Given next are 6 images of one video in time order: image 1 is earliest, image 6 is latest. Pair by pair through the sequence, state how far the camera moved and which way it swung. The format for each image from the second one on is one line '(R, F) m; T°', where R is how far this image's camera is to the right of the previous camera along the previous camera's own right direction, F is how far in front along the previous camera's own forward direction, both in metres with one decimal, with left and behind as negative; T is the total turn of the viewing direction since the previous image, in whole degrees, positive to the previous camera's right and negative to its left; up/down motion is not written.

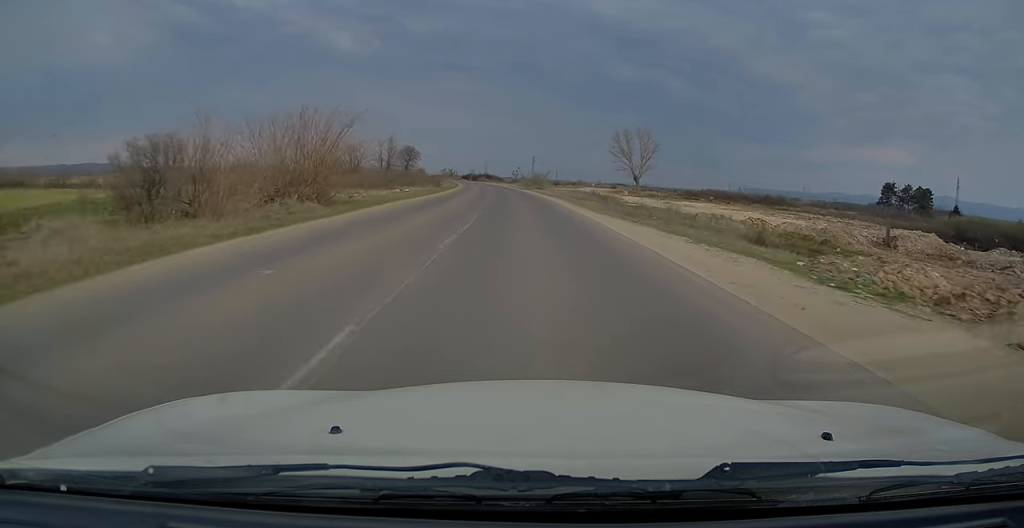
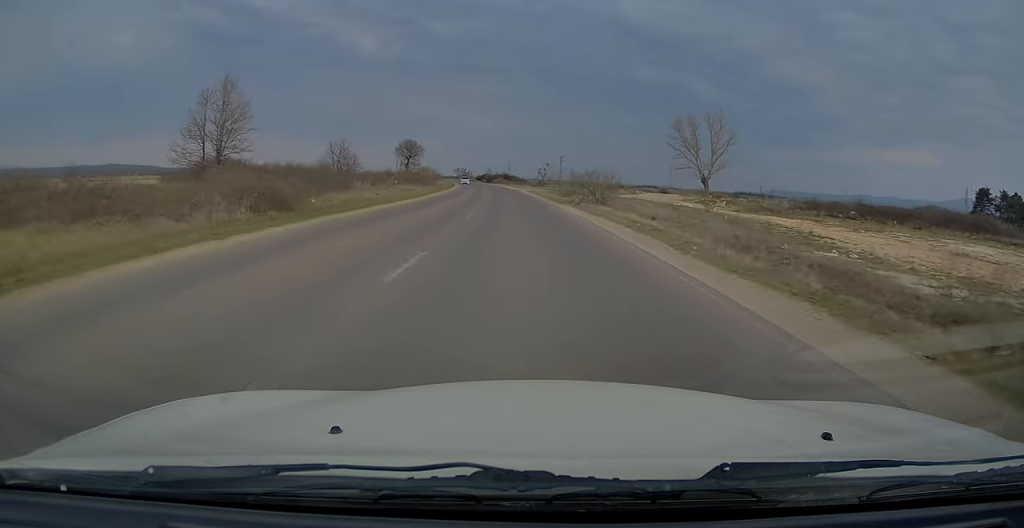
(-0.5, +46.8) m; -2°
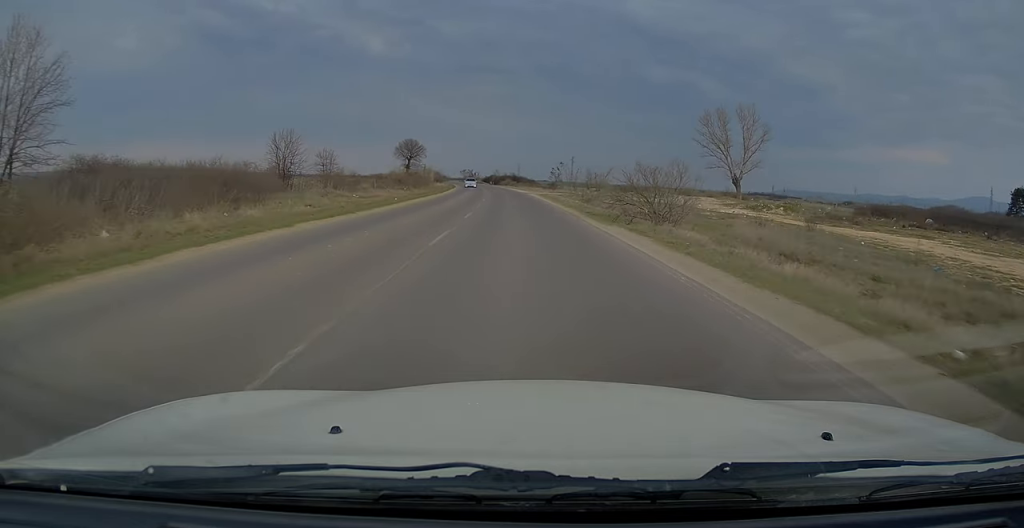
(-0.1, +14.3) m; -1°
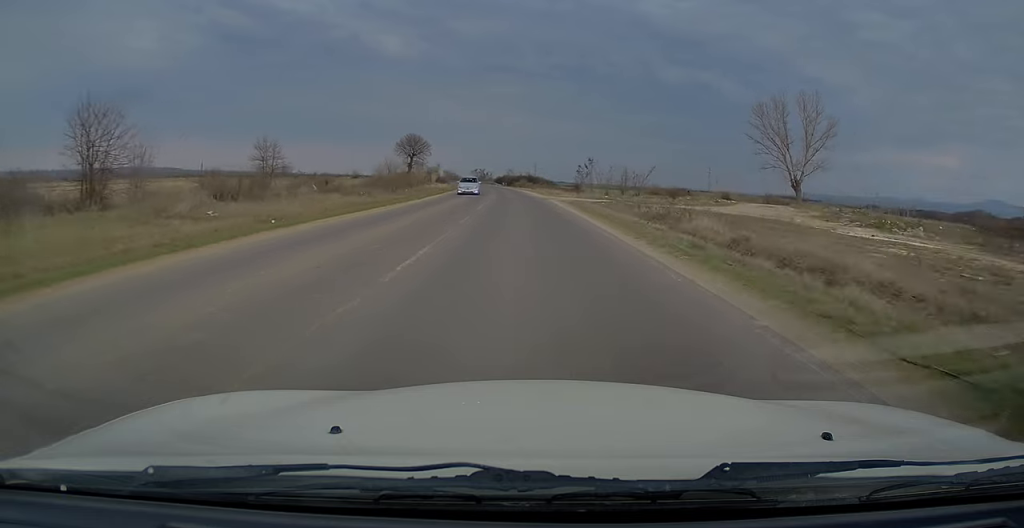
(-0.3, +20.5) m; -1°
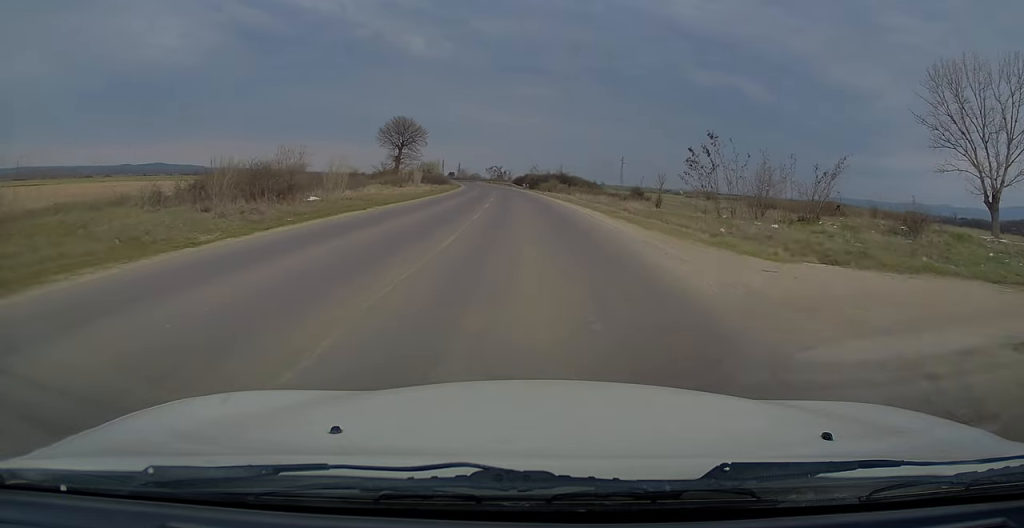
(-0.5, +42.2) m; -1°
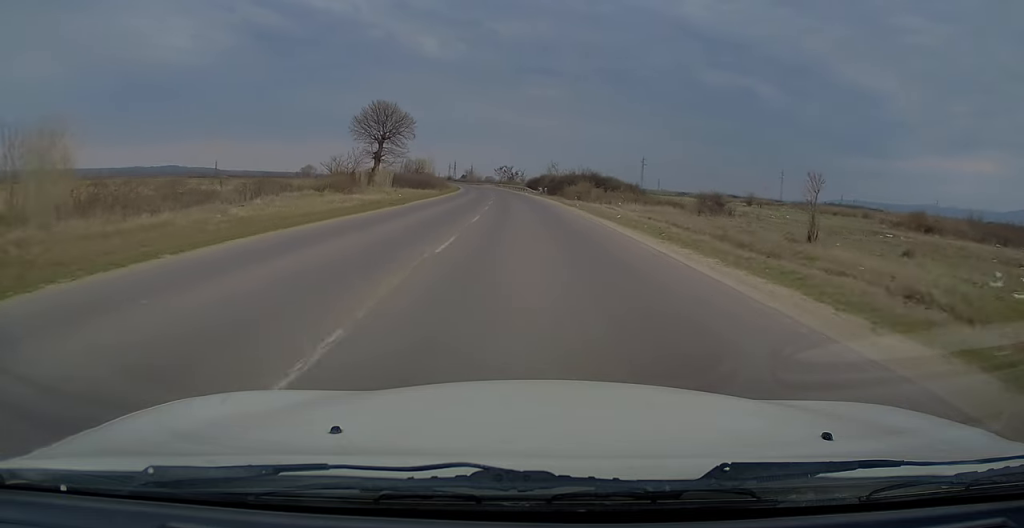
(-0.1, +26.4) m; -1°
